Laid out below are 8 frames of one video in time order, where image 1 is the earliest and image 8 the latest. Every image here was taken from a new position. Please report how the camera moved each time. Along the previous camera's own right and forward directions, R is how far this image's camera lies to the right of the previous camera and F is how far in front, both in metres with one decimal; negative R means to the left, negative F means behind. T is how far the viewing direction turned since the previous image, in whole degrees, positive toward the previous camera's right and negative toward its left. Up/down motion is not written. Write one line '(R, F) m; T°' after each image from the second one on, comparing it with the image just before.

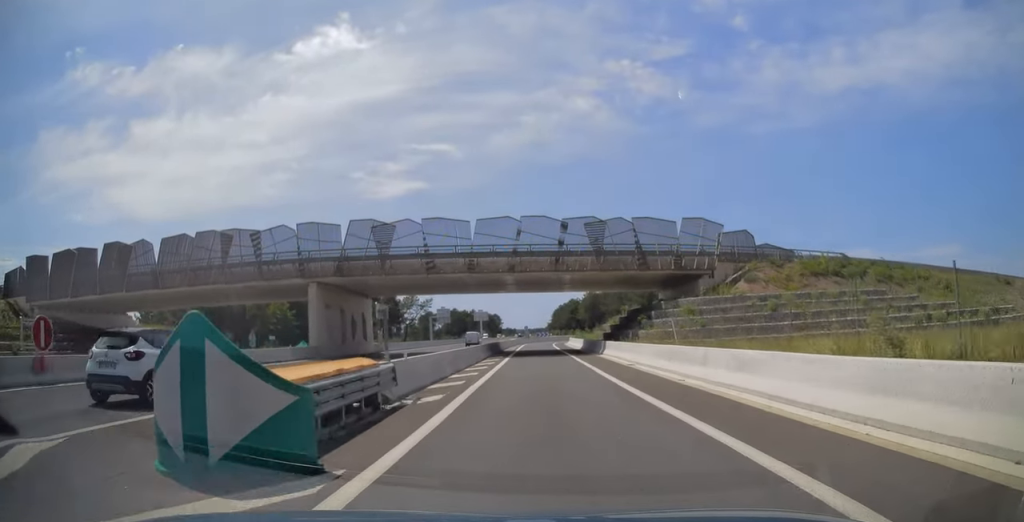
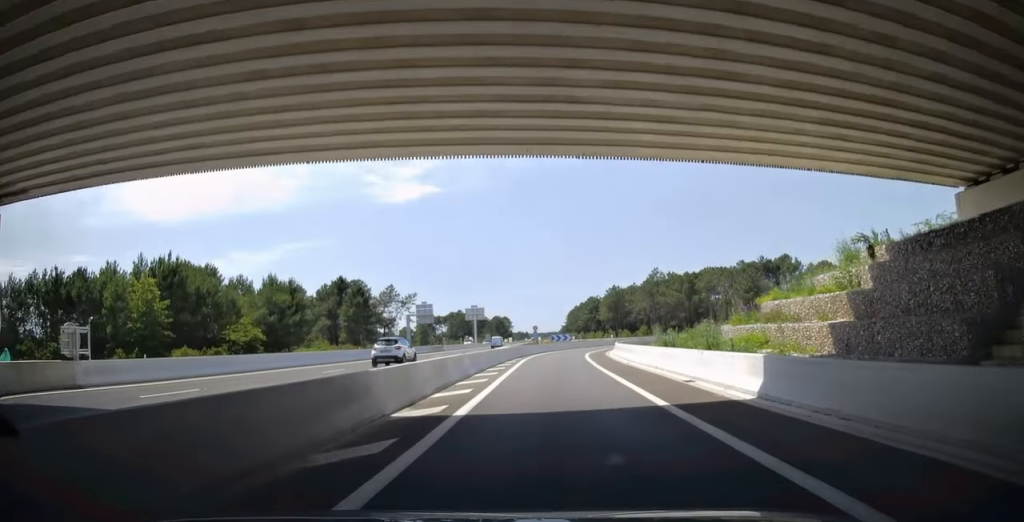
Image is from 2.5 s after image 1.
(0.0, +42.6) m; 0°
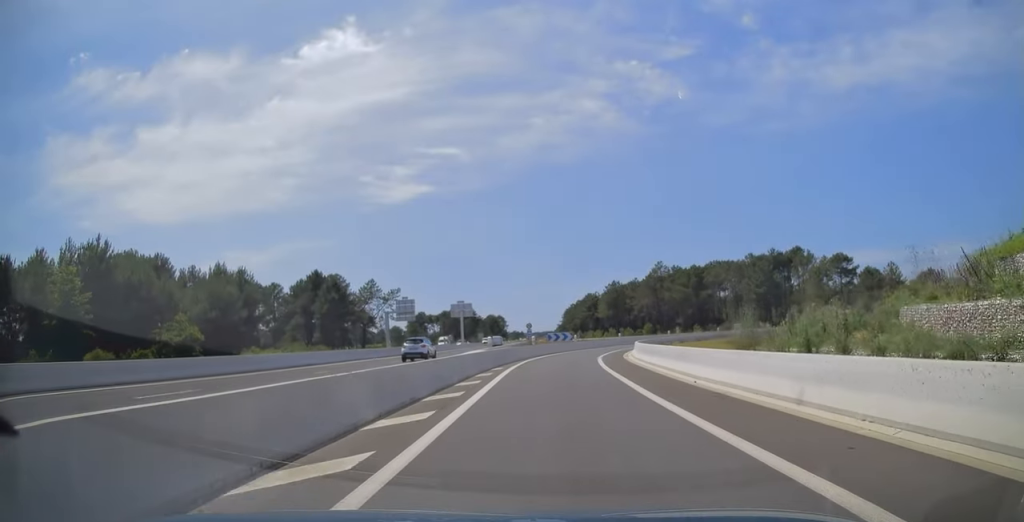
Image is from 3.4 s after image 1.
(0.0, +13.5) m; +1°
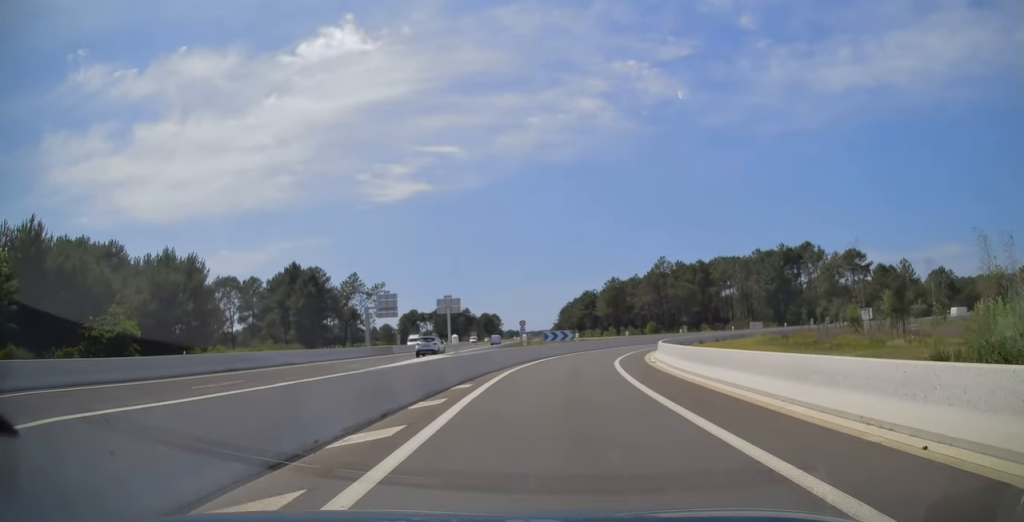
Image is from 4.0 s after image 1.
(+0.1, +10.1) m; 0°
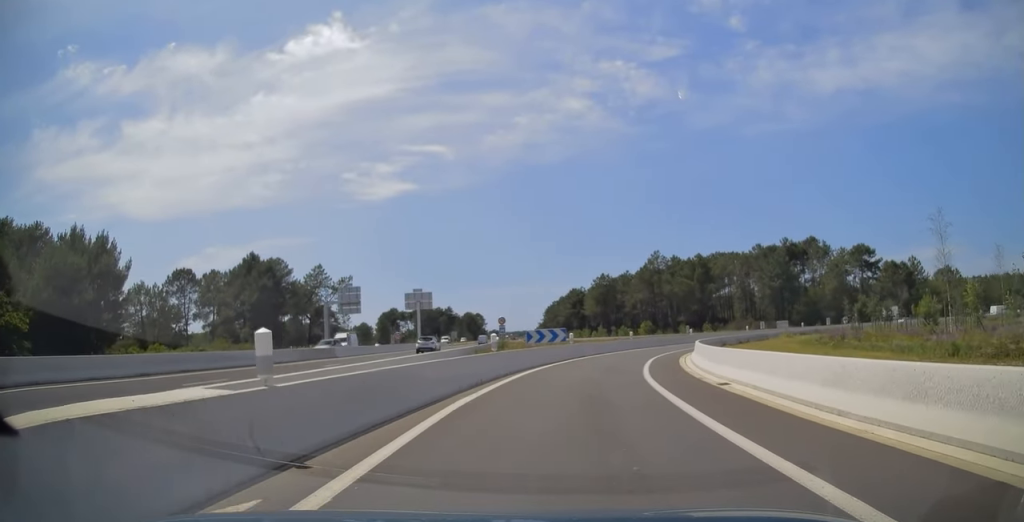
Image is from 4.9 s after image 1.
(0.0, +12.6) m; +1°
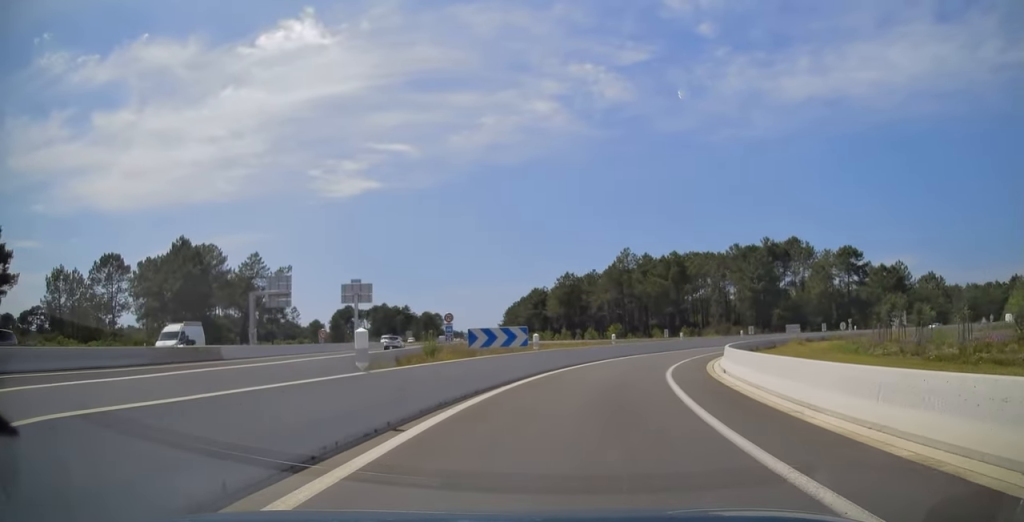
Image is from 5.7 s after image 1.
(+0.2, +12.2) m; +4°
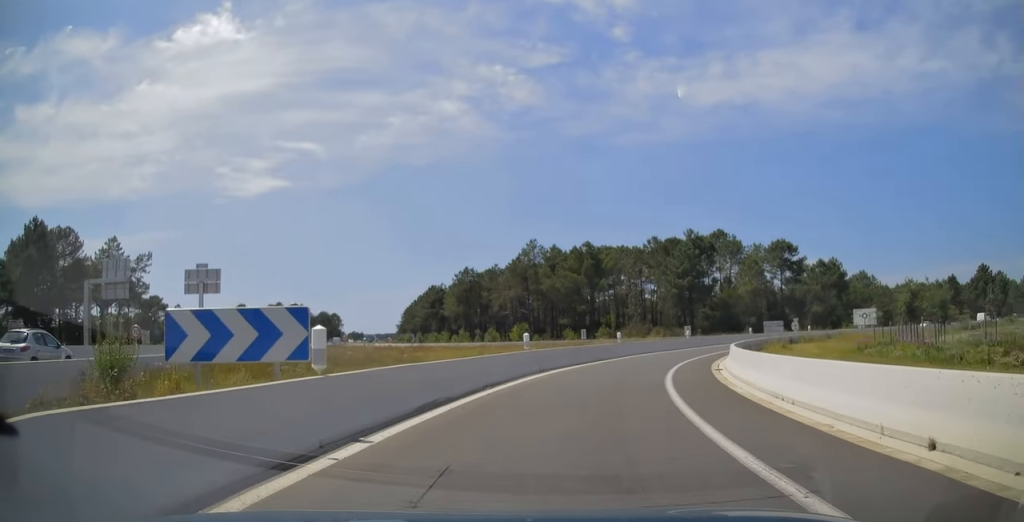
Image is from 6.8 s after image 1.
(+0.9, +15.6) m; +8°
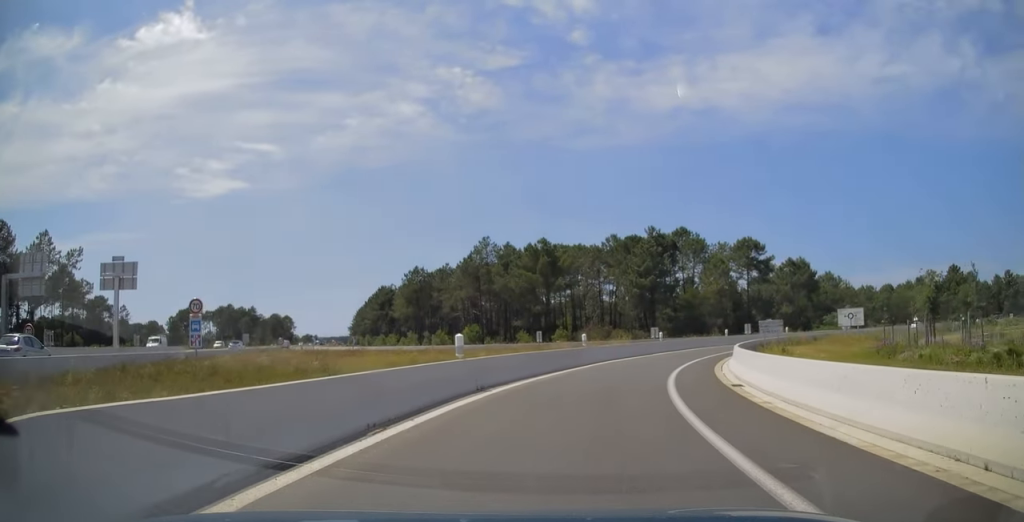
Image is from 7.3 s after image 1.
(+0.1, +6.9) m; +4°
